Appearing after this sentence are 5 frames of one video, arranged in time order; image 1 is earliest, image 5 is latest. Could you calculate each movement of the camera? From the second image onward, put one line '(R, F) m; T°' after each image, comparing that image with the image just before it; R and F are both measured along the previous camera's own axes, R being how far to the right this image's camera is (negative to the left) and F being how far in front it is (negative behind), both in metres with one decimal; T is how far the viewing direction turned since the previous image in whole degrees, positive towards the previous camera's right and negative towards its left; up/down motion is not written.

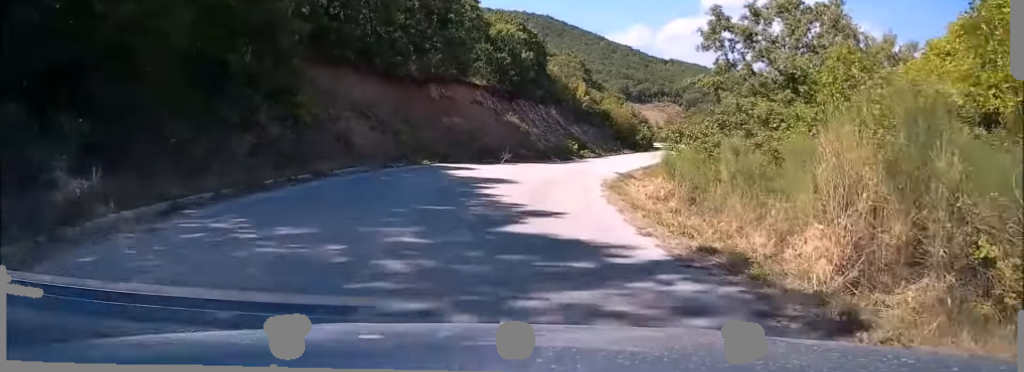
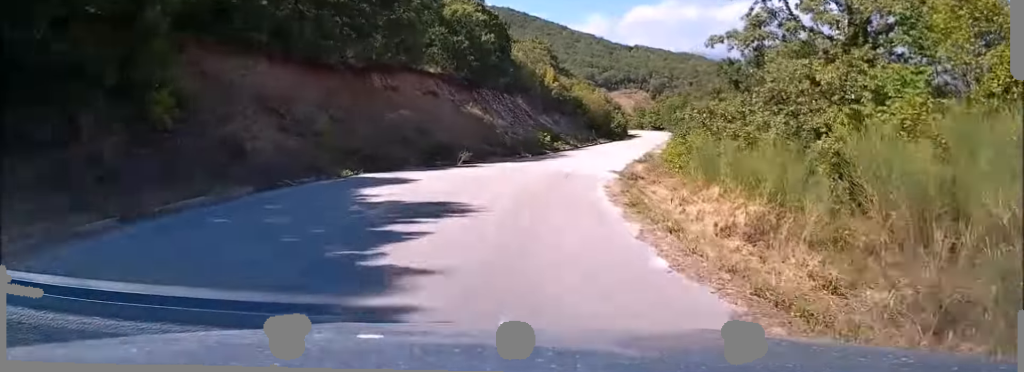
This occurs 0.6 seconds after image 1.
(-0.2, +9.5) m; +1°
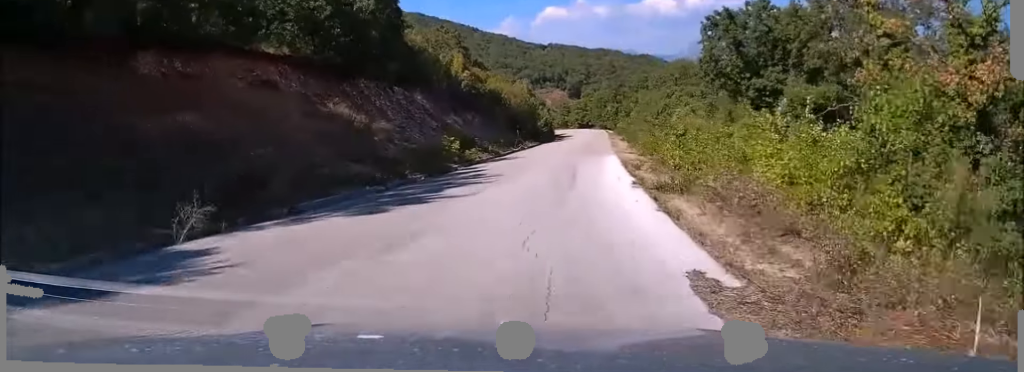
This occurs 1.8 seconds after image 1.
(+1.1, +20.3) m; +6°
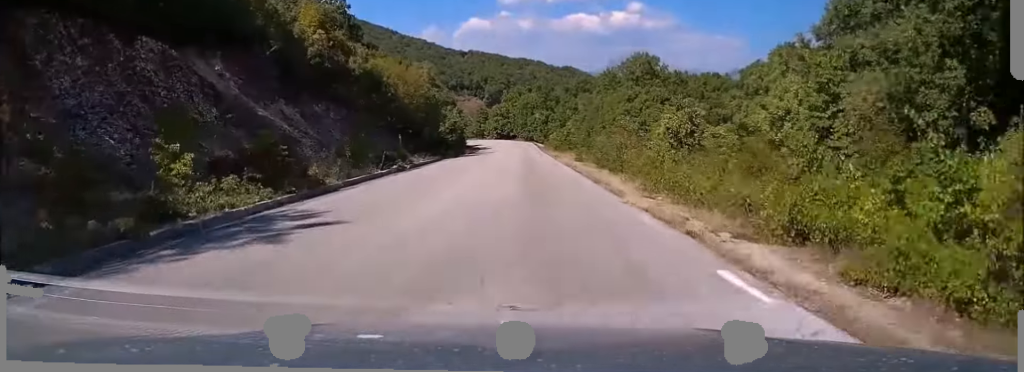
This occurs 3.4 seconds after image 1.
(+1.8, +28.6) m; +6°
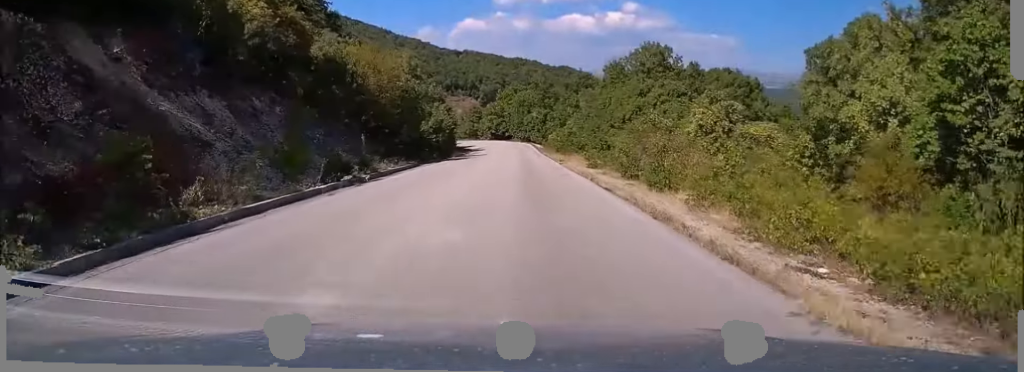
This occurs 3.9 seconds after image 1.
(+0.1, +9.0) m; +1°
